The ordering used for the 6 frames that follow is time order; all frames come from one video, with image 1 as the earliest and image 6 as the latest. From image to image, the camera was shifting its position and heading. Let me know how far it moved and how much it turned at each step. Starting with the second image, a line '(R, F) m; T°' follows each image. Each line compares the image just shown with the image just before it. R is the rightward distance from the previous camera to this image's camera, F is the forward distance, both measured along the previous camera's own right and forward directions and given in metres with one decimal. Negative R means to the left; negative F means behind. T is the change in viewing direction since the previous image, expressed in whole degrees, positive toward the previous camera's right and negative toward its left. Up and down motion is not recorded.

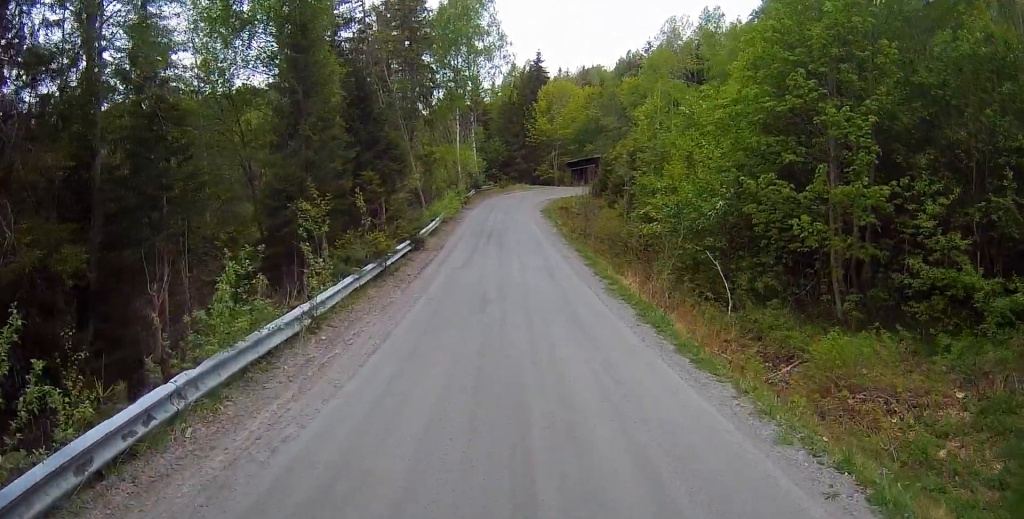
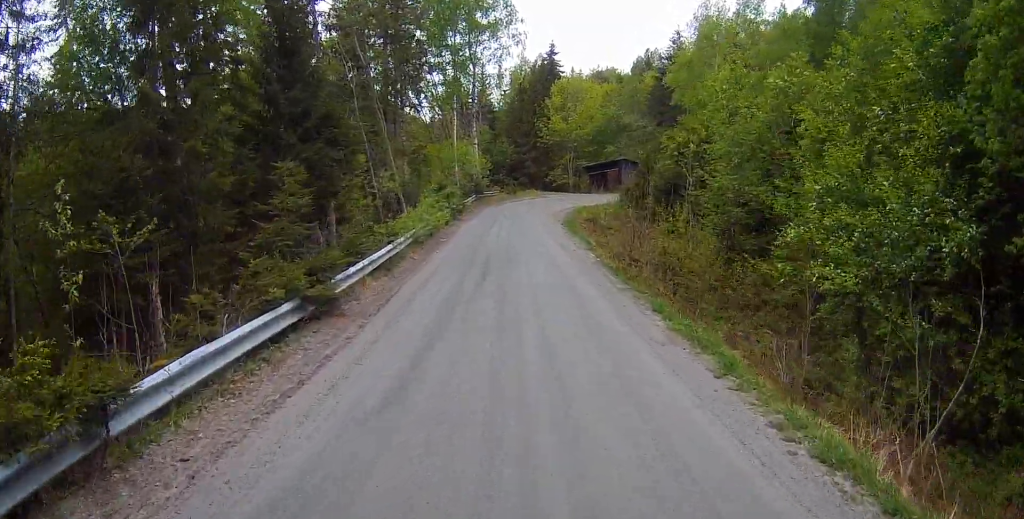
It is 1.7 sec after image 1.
(-0.1, +12.0) m; +1°
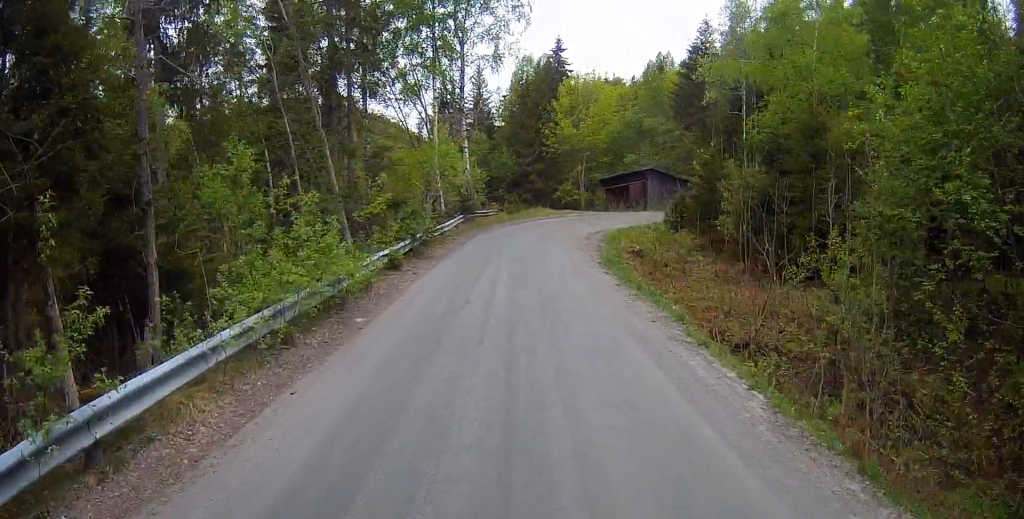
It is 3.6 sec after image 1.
(-0.2, +13.4) m; +2°
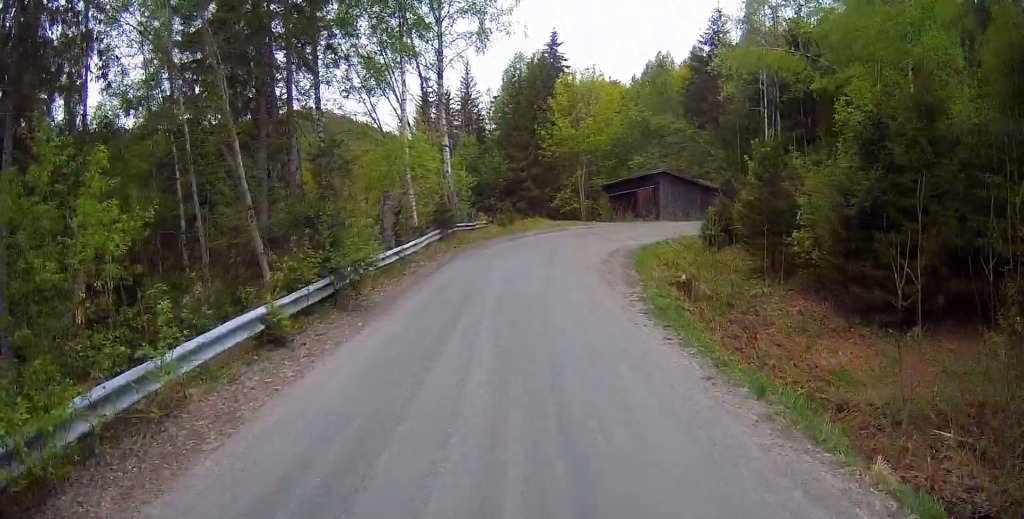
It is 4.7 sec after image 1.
(+0.5, +7.7) m; +2°
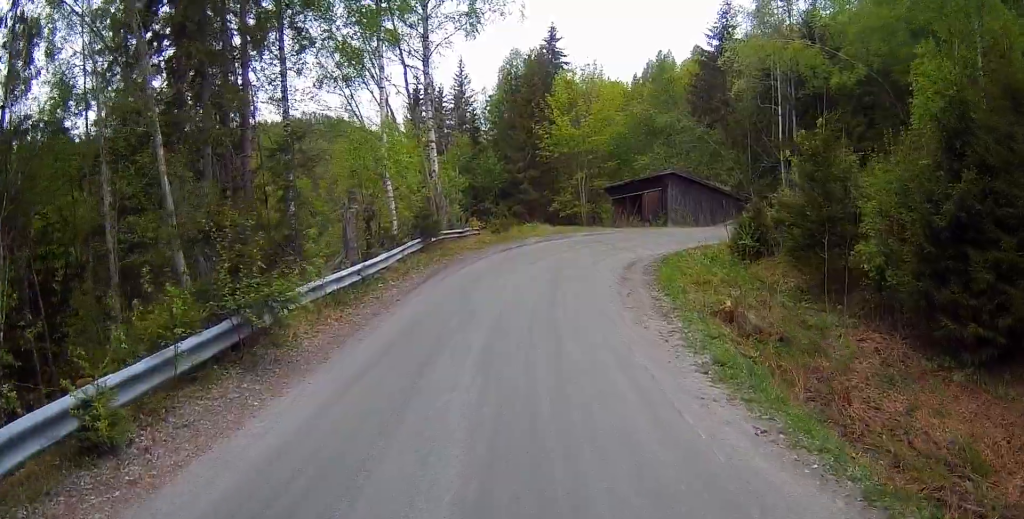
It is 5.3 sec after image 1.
(-0.1, +3.9) m; -1°
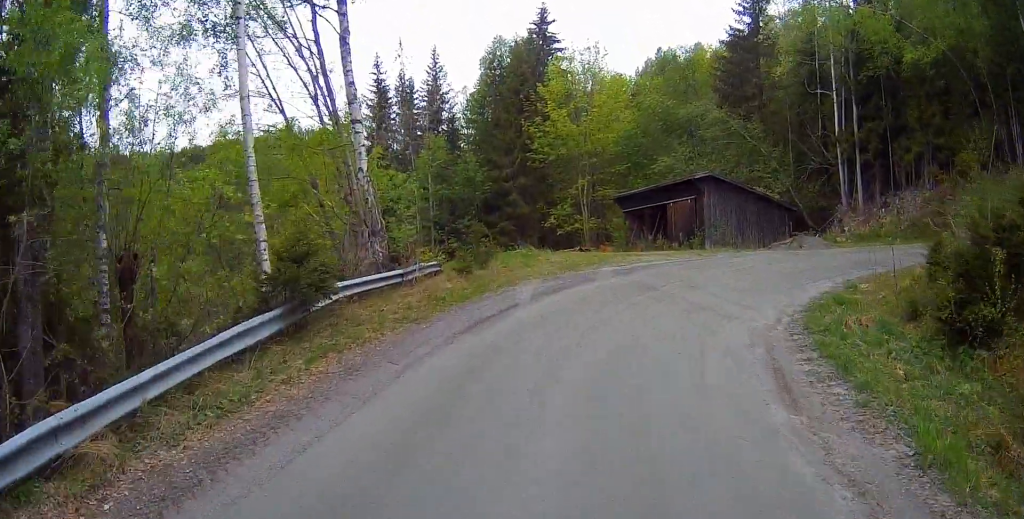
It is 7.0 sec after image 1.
(-0.1, +11.7) m; -1°
